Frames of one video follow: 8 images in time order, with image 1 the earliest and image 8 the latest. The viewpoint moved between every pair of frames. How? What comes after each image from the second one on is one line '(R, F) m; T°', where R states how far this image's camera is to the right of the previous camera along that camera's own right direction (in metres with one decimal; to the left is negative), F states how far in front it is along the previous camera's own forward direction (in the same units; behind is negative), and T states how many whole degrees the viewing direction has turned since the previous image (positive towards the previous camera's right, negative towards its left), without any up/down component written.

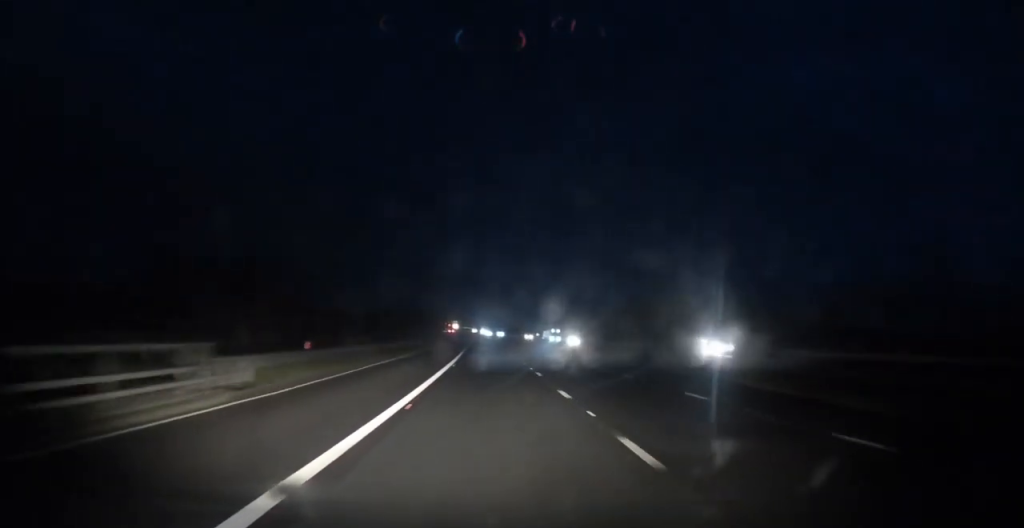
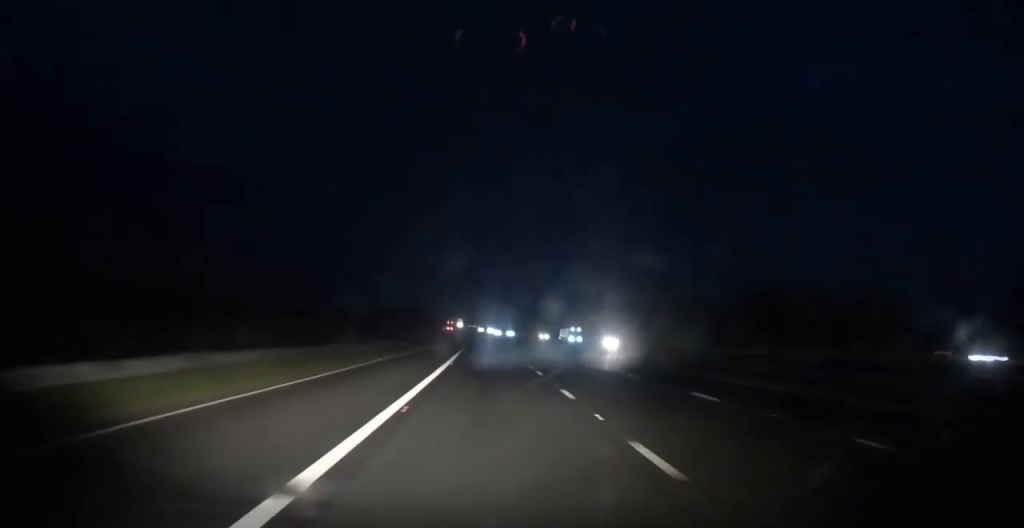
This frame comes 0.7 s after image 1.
(-0.1, +18.1) m; -1°
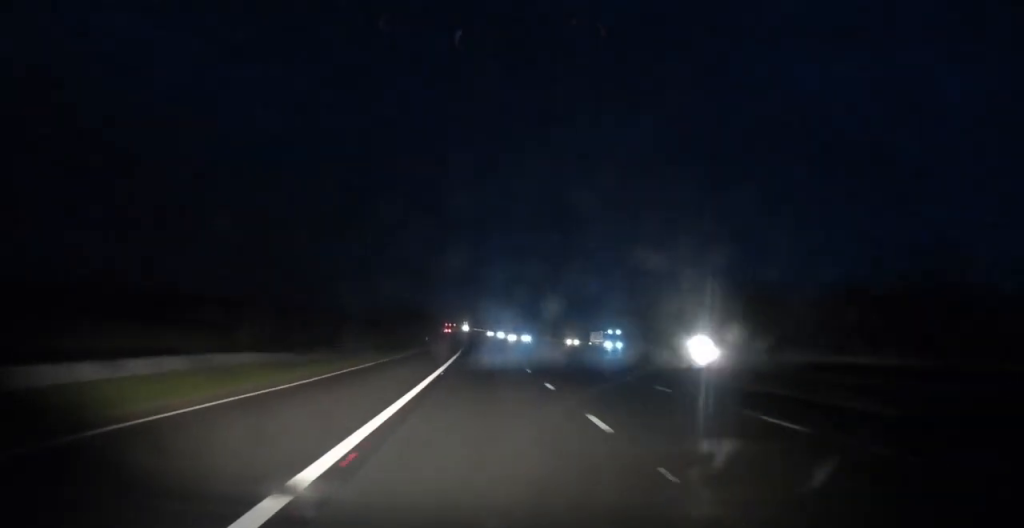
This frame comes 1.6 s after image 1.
(0.0, +22.3) m; 0°
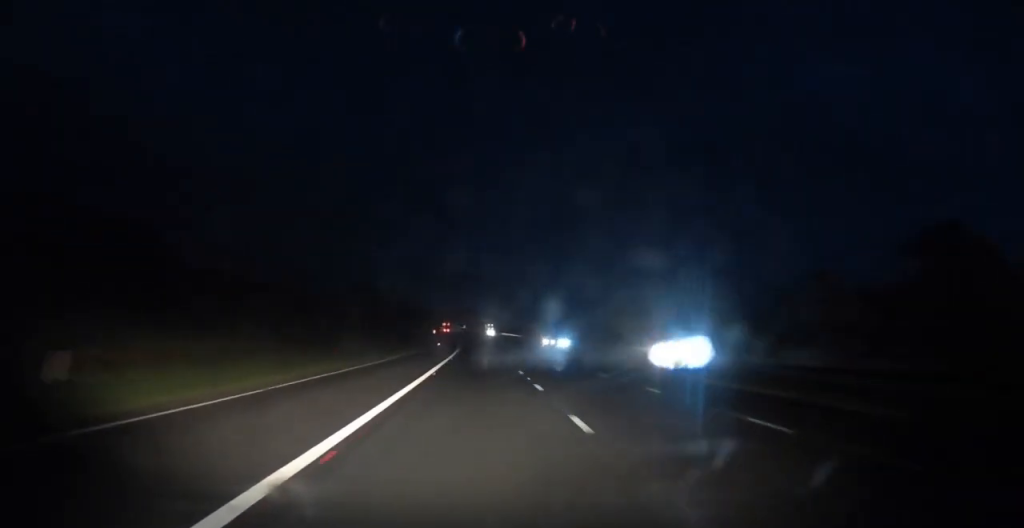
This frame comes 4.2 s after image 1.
(-0.3, +69.4) m; 0°
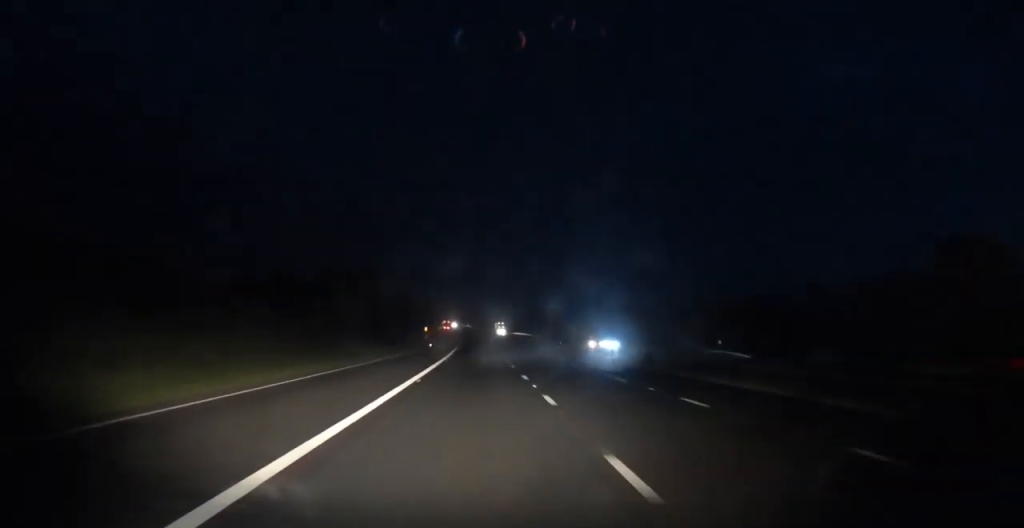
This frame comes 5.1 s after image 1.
(-0.2, +21.9) m; -1°
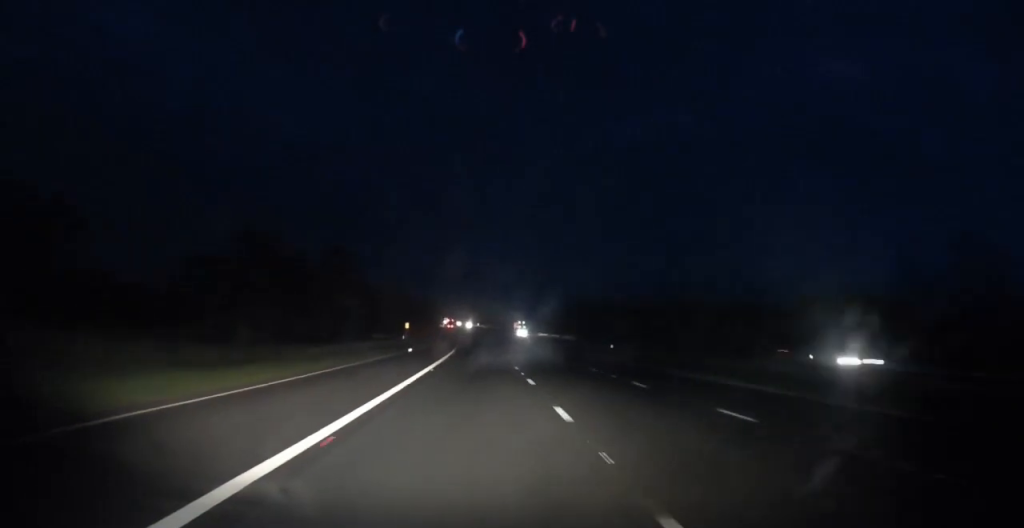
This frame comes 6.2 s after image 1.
(-0.4, +29.2) m; -1°
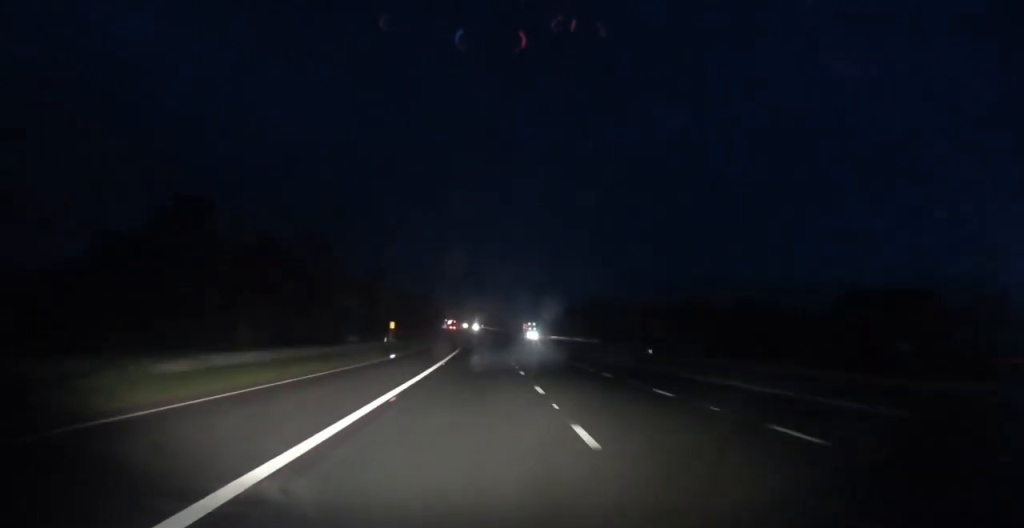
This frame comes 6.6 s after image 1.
(-0.1, +11.5) m; 0°
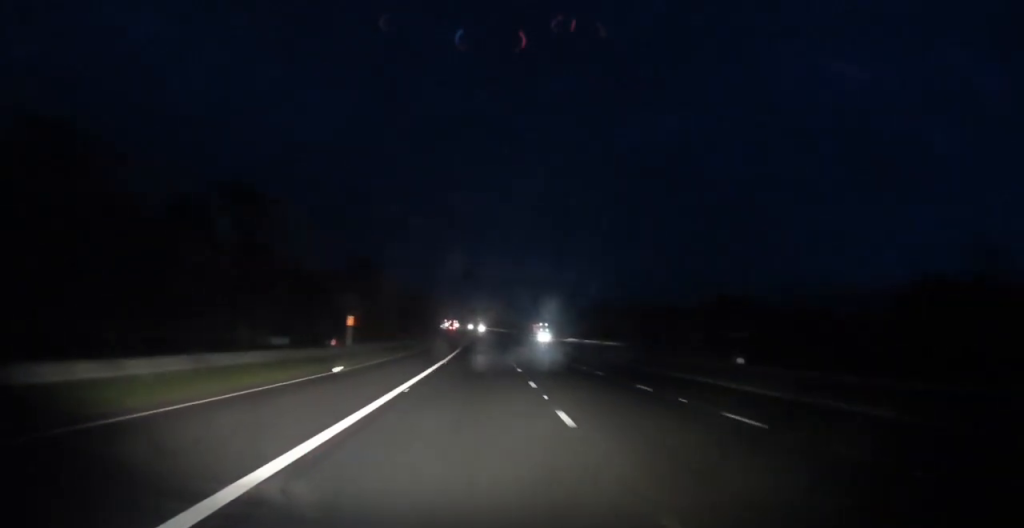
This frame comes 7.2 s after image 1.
(+0.1, +15.1) m; 0°
